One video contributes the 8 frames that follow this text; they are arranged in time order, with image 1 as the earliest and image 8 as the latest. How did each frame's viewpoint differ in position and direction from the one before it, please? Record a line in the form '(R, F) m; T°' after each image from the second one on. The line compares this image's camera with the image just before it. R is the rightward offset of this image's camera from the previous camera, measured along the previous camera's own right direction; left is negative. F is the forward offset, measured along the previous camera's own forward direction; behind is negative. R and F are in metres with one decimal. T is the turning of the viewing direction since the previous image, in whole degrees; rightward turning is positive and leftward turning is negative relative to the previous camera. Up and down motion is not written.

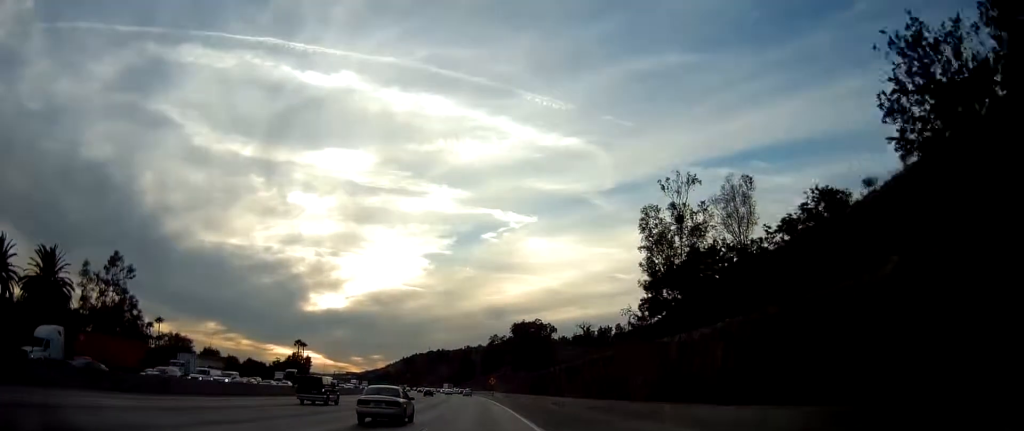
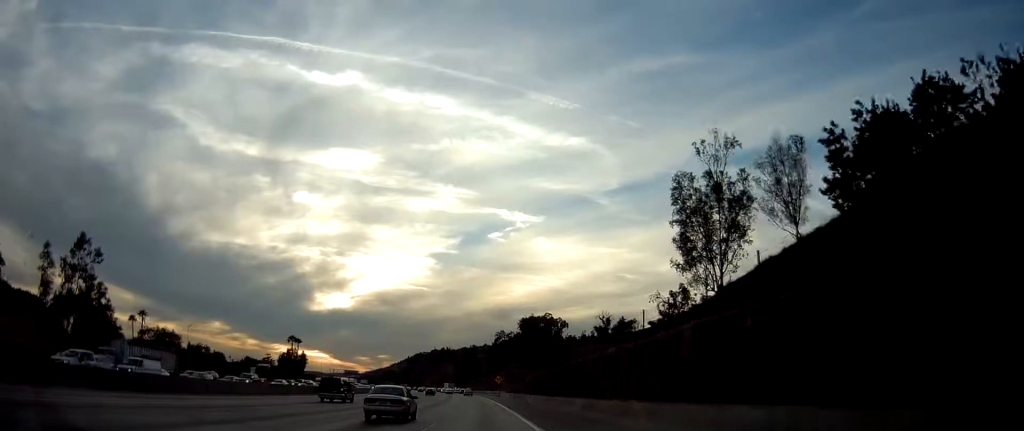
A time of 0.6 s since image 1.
(-0.2, +14.6) m; -1°
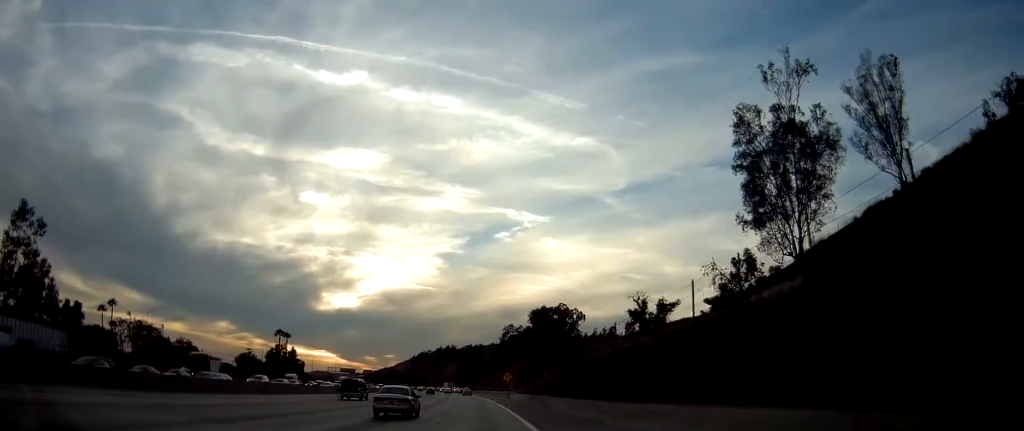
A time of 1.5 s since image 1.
(-0.2, +20.8) m; -1°
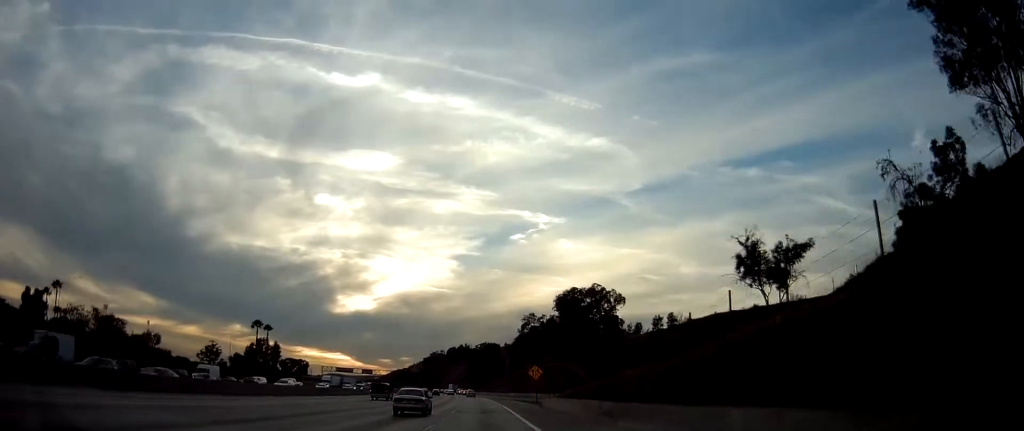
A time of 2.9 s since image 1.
(-0.4, +32.2) m; -1°
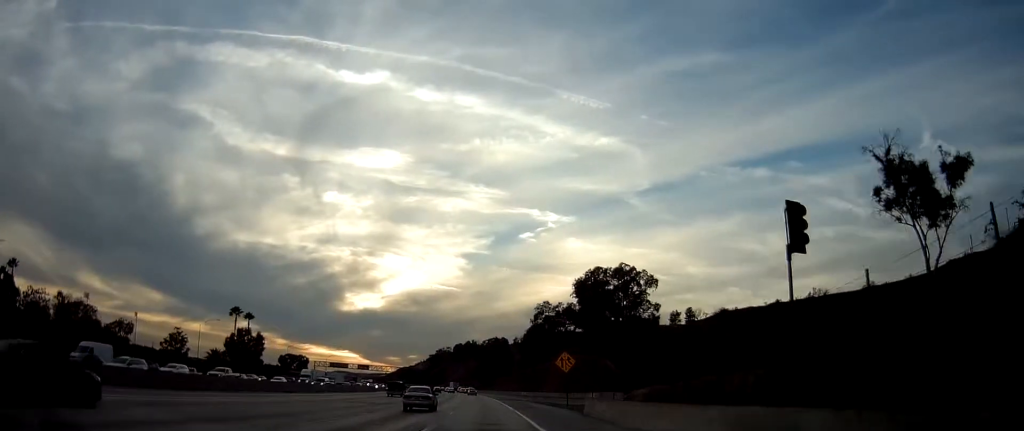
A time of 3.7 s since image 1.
(-0.1, +19.4) m; -1°
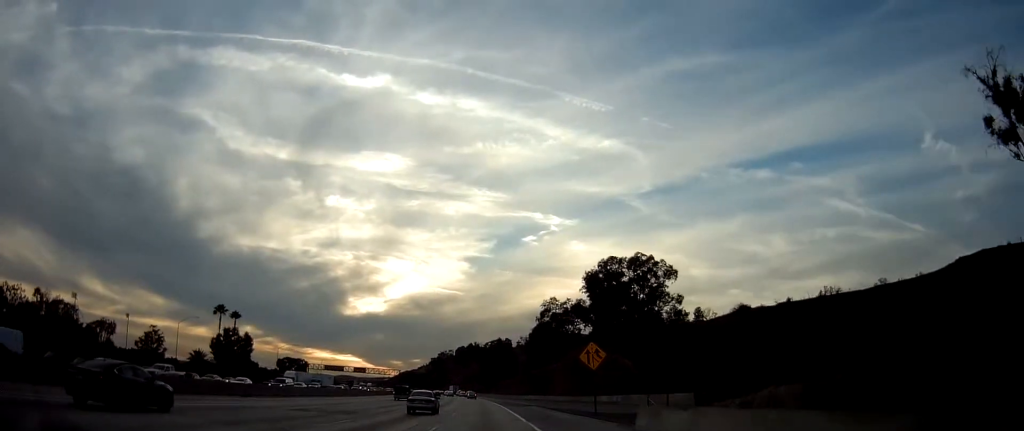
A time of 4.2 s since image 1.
(0.0, +10.4) m; -1°
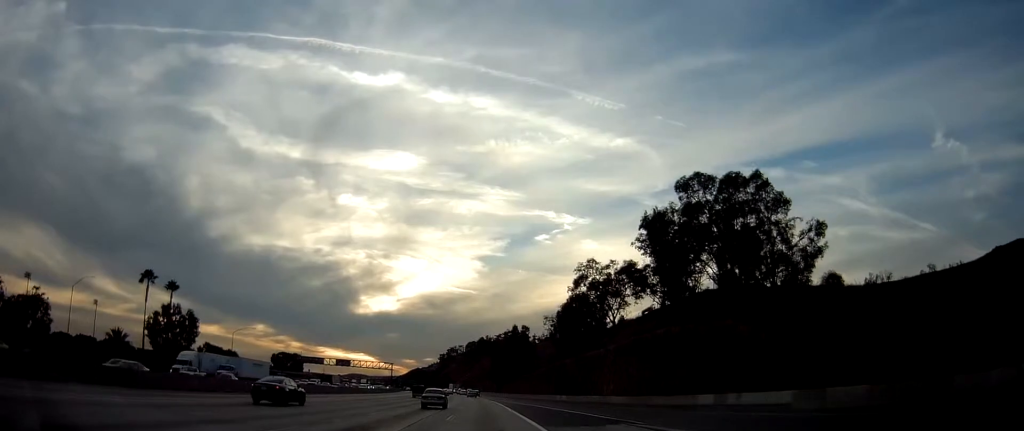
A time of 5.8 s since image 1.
(-0.7, +36.8) m; -1°
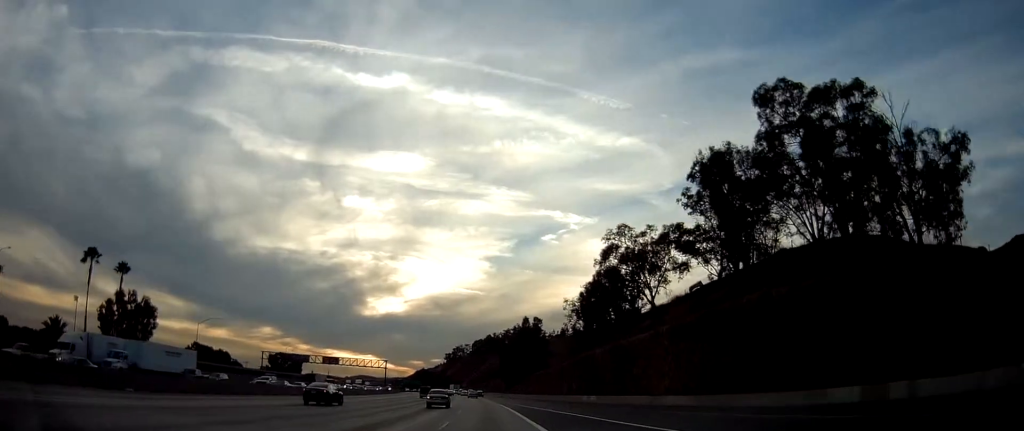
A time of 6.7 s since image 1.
(-0.1, +19.7) m; 0°
